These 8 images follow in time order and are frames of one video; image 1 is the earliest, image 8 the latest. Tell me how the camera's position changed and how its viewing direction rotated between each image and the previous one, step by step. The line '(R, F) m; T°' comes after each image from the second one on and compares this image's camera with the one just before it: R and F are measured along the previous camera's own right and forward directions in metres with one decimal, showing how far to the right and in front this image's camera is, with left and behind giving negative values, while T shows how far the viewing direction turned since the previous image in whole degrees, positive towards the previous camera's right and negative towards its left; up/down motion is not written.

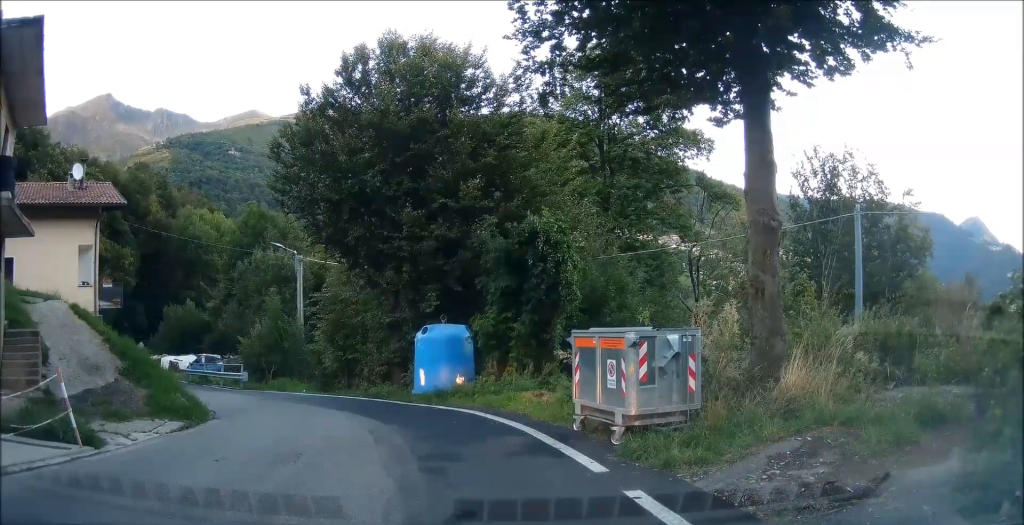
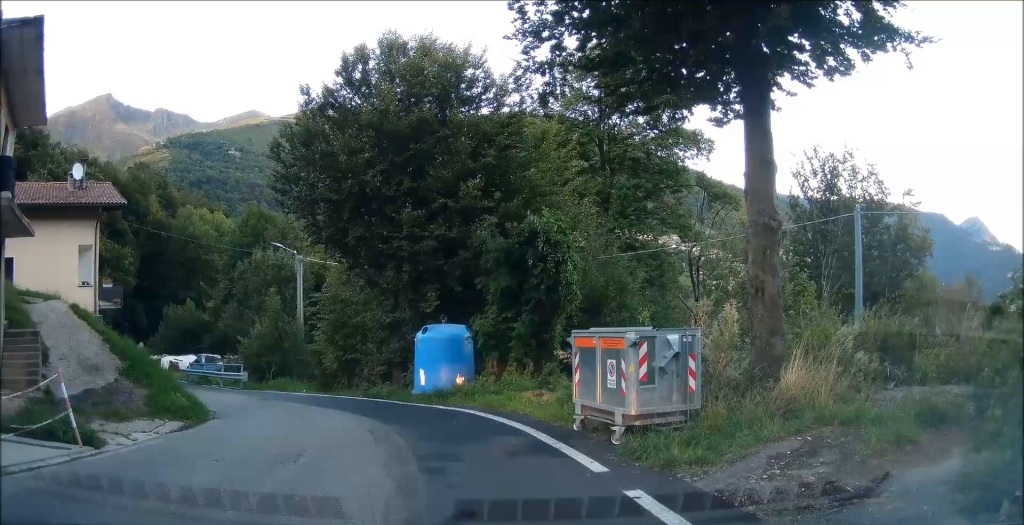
(0.0, 0.0) m; 0°
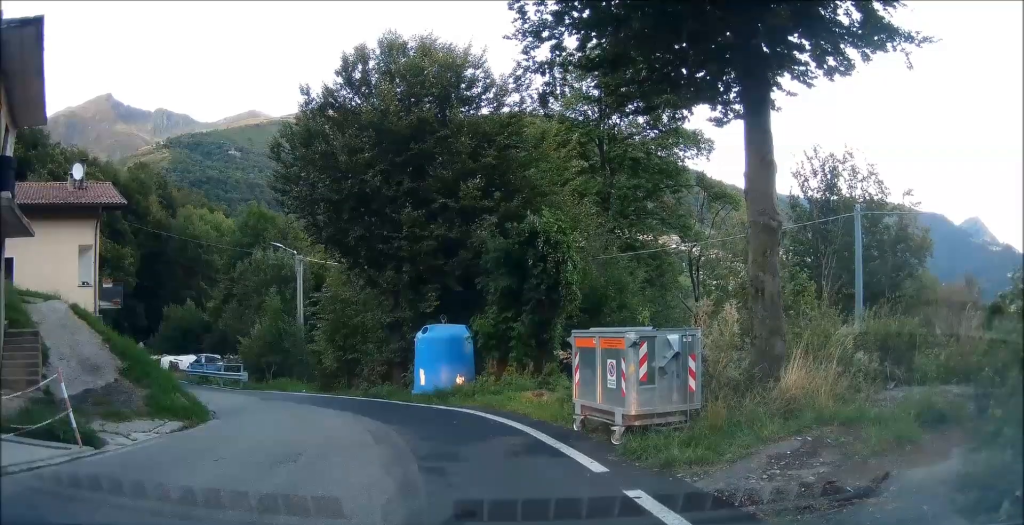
(0.0, 0.0) m; 0°
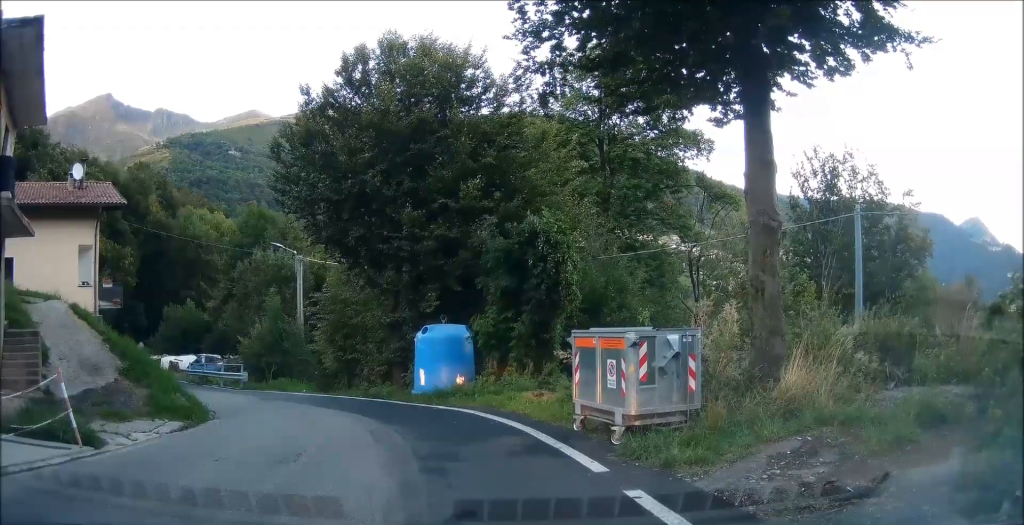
(0.0, 0.0) m; 0°
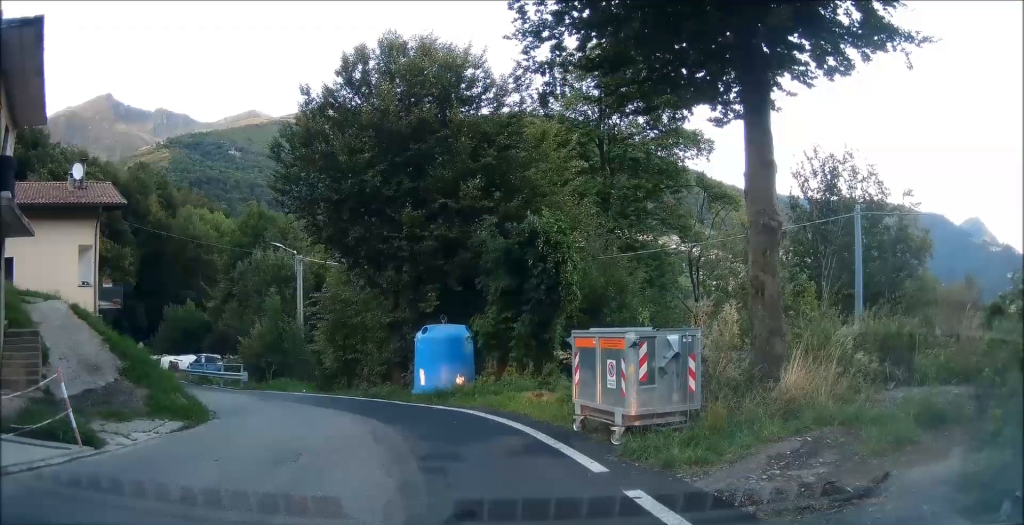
(0.0, 0.0) m; 0°
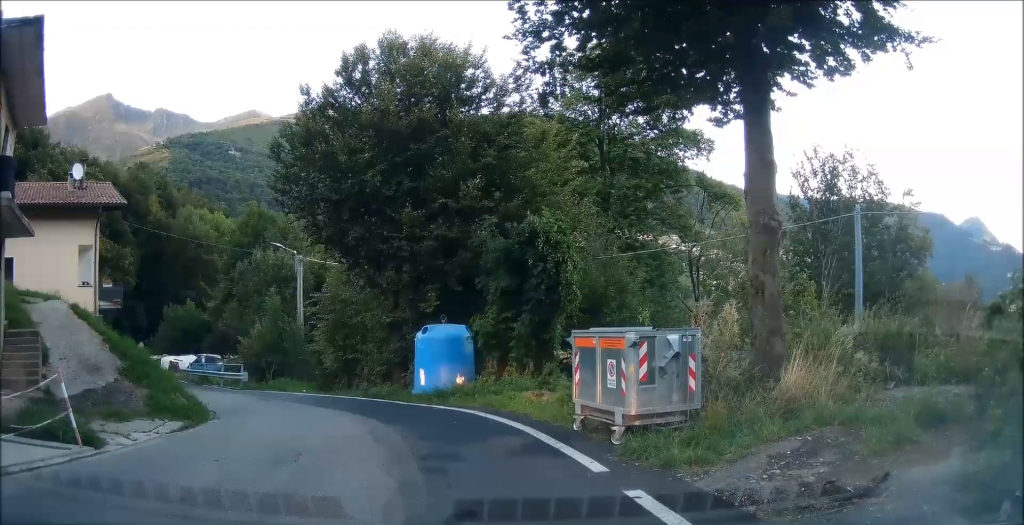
(0.0, 0.0) m; 0°
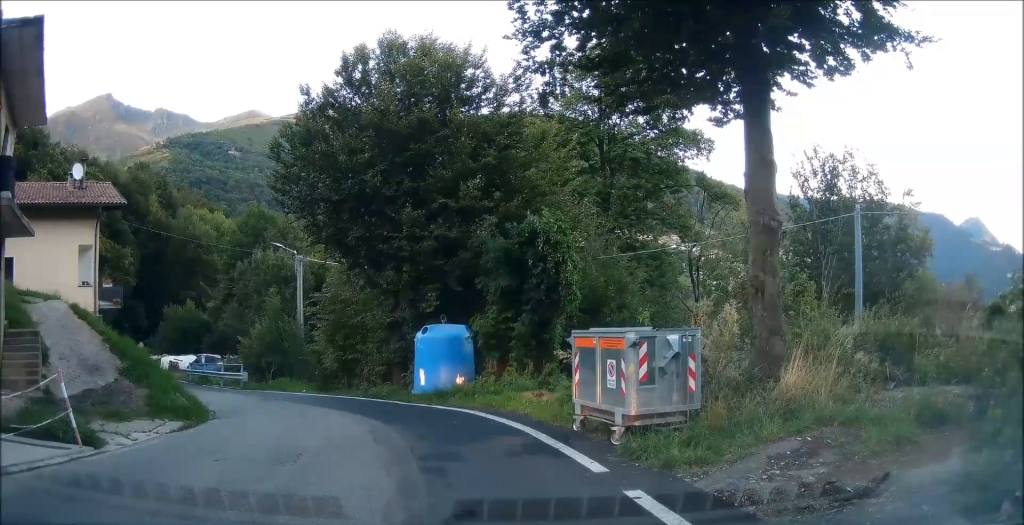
(0.0, 0.0) m; 0°
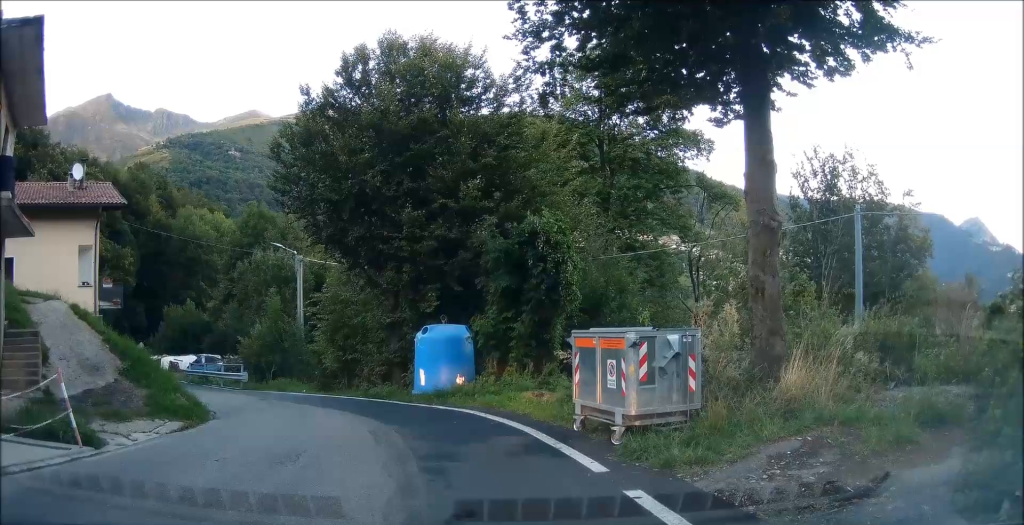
(0.0, 0.0) m; 0°
